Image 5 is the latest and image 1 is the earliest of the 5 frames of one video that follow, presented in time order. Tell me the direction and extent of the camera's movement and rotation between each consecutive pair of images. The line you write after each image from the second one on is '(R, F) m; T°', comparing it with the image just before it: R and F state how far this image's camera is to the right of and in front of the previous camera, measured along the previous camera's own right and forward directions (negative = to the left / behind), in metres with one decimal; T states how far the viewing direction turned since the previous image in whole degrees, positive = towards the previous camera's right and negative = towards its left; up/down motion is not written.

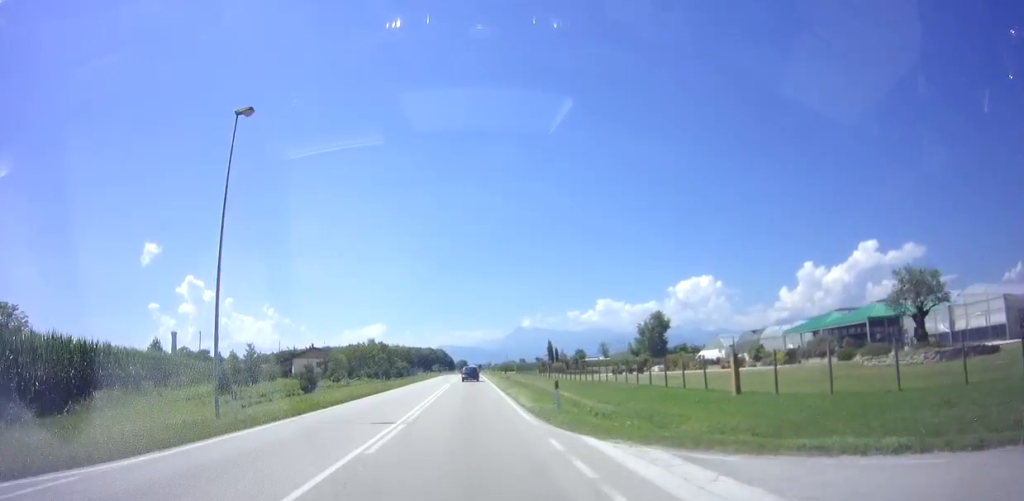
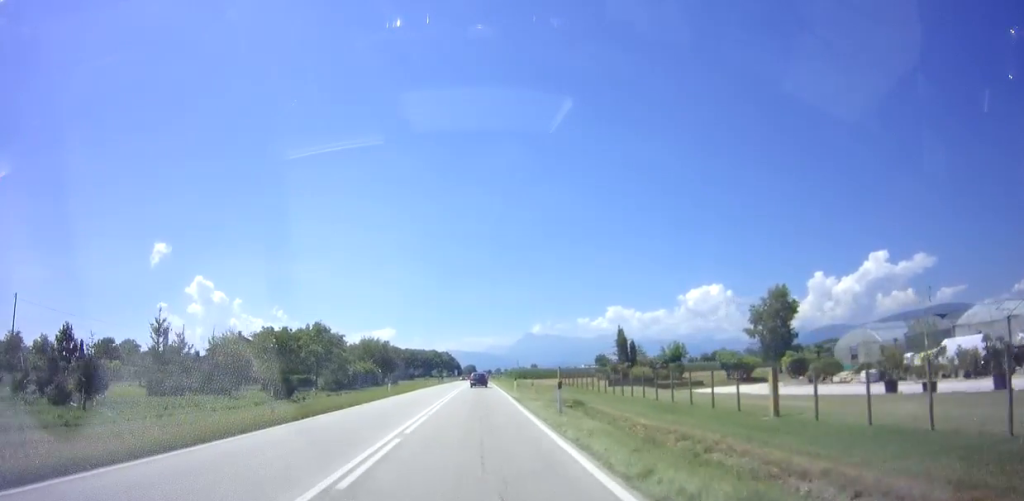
(-0.9, +41.5) m; 0°
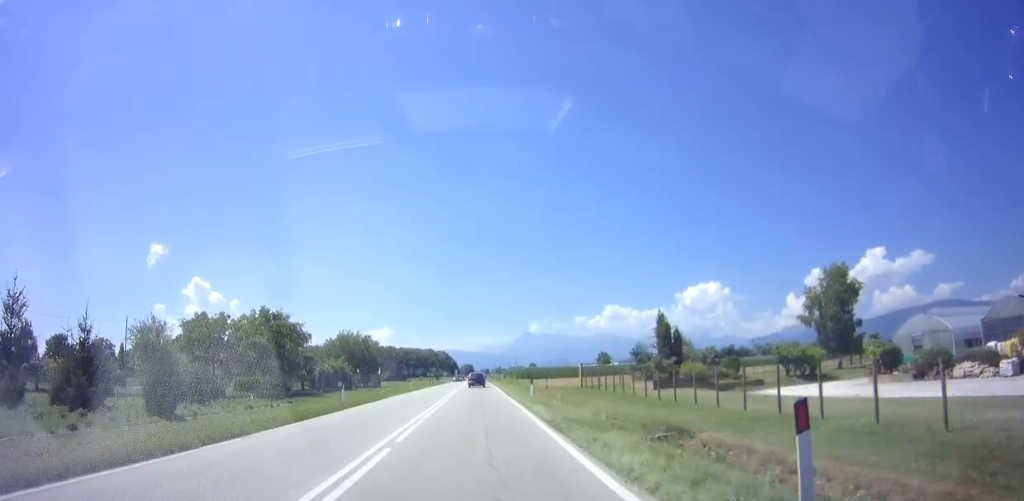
(+0.3, +13.1) m; 0°
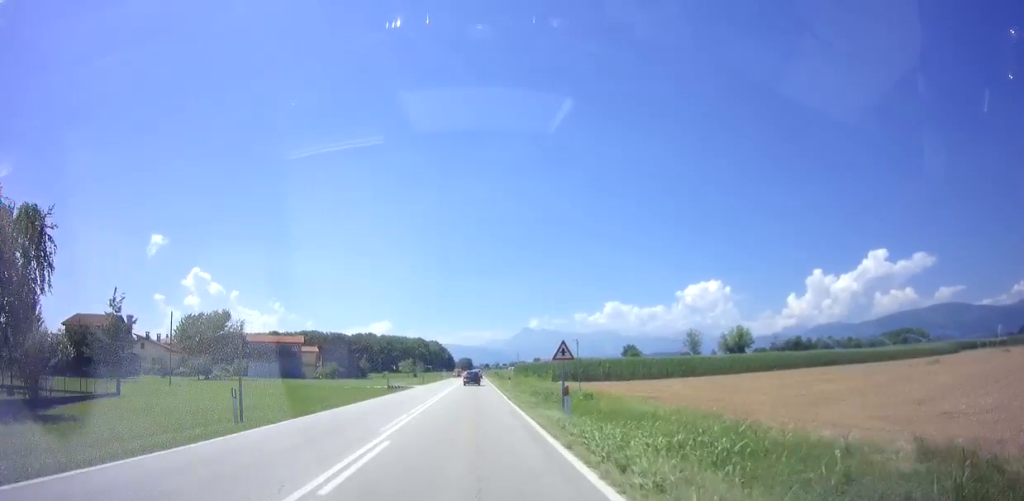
(-0.3, +60.2) m; 0°
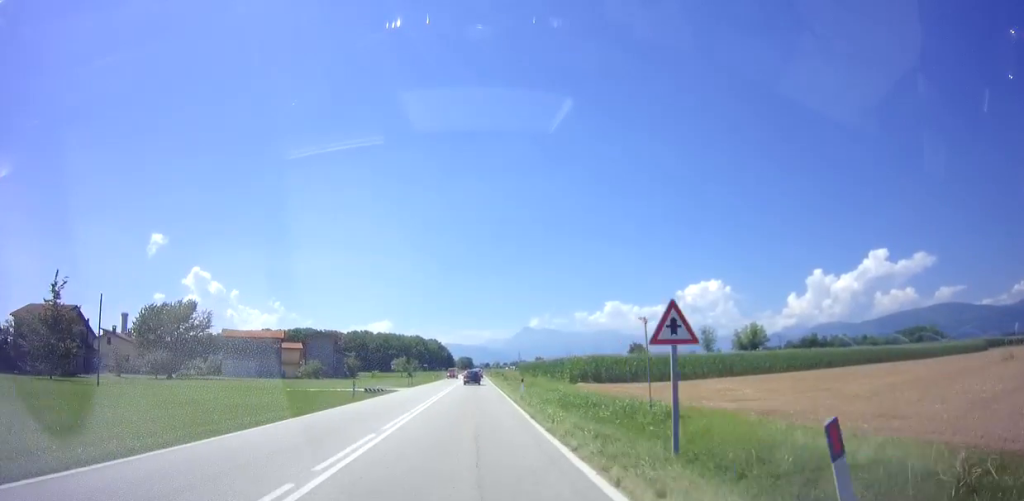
(+0.2, +11.4) m; 0°
